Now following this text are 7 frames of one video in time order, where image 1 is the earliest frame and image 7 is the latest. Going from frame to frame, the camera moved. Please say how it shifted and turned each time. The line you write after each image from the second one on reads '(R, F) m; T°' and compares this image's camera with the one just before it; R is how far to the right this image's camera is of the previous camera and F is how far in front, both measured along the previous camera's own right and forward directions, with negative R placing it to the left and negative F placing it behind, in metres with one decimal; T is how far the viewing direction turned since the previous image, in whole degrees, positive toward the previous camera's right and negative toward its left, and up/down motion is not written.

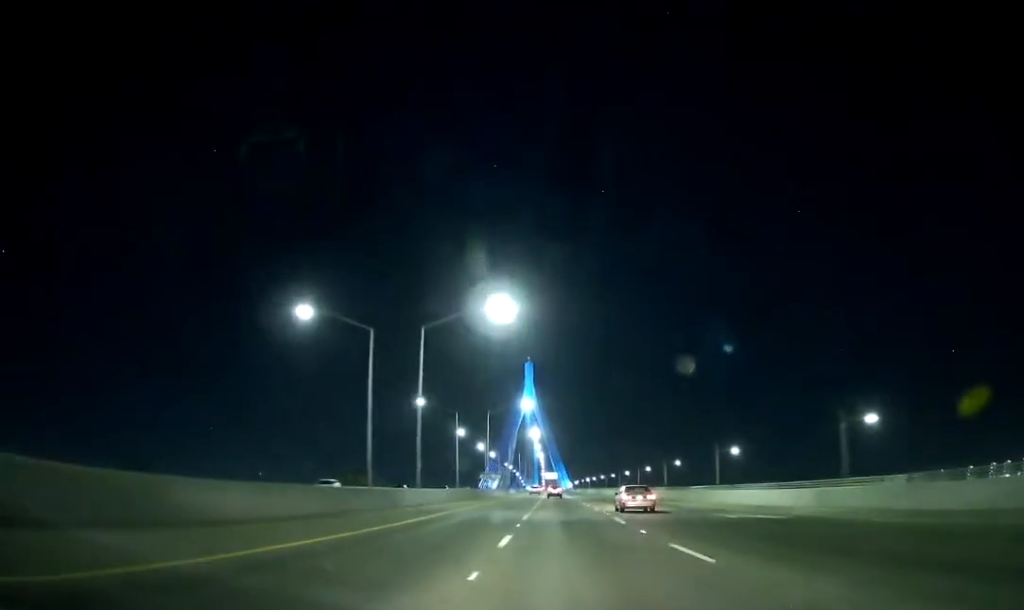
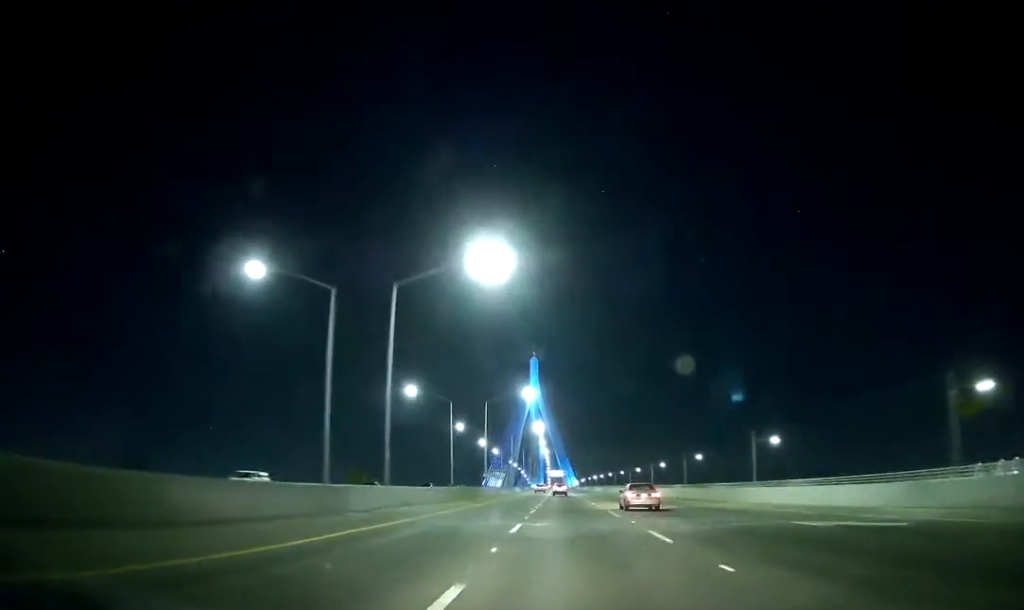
(+0.1, +10.9) m; 0°
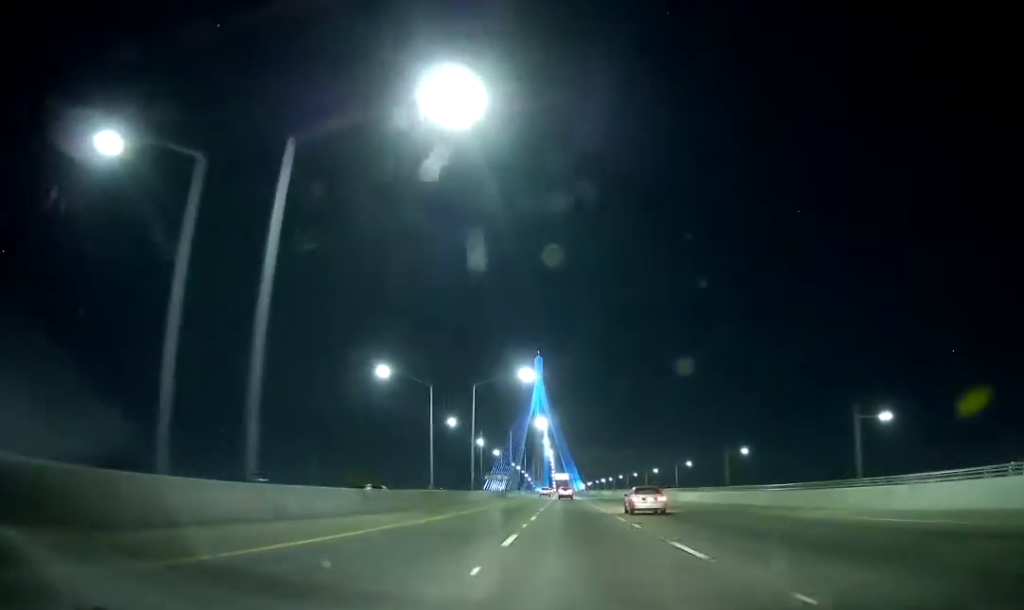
(+0.2, +18.4) m; 0°
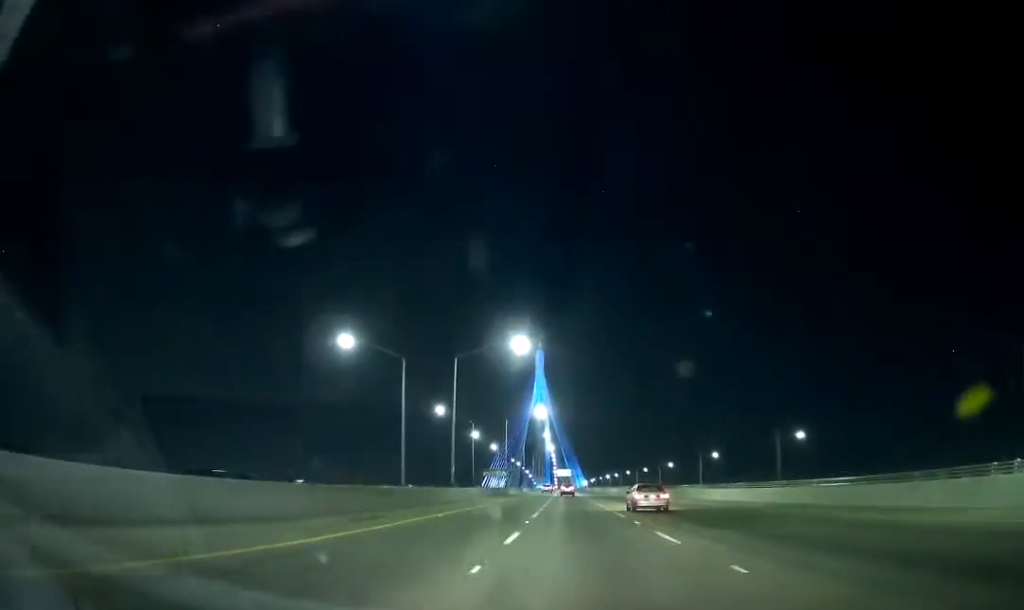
(-0.2, +13.2) m; 0°
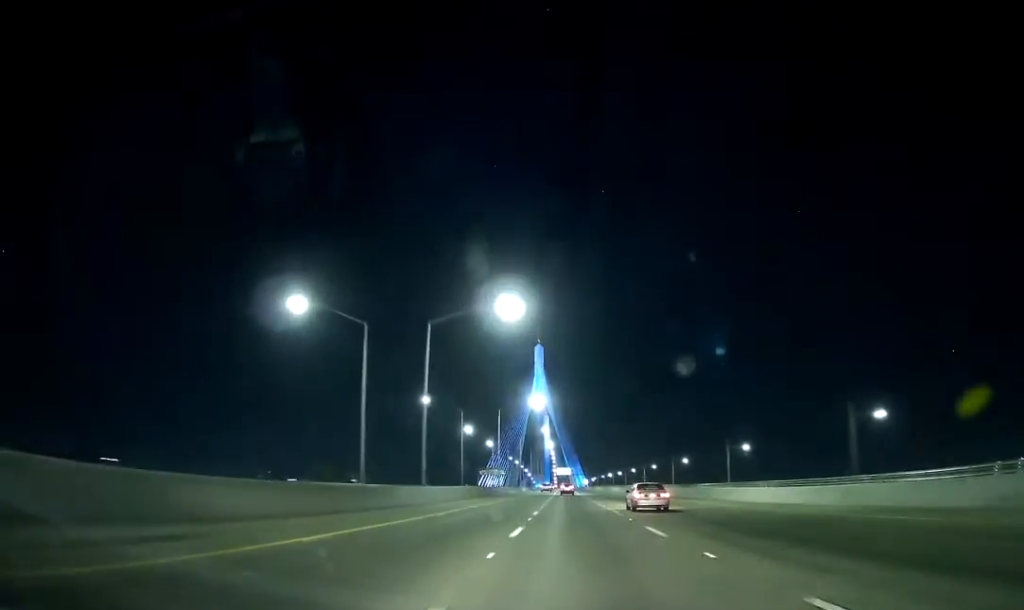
(-0.1, +12.4) m; 0°
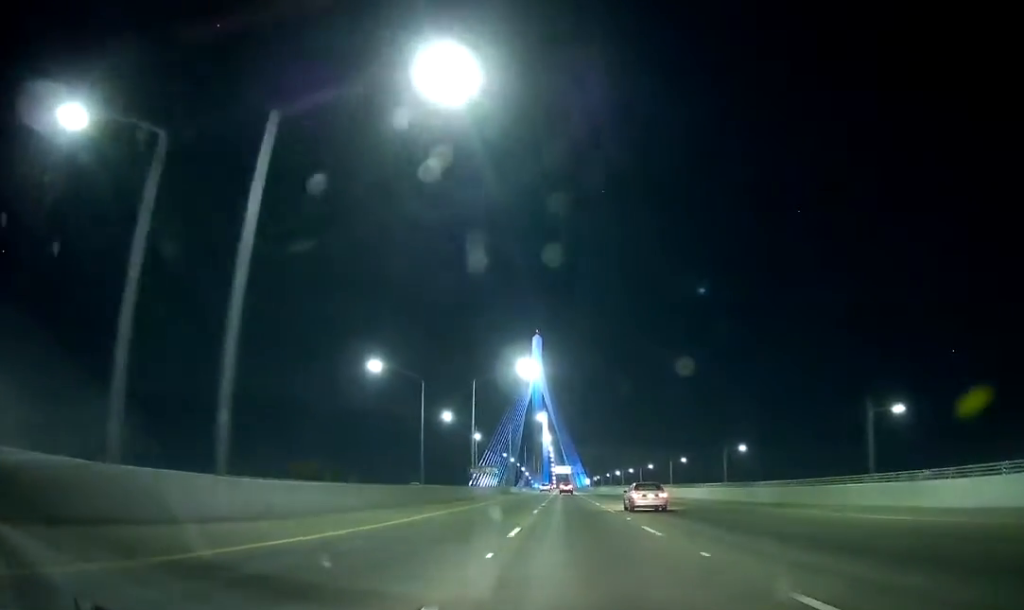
(-0.2, +30.2) m; 0°
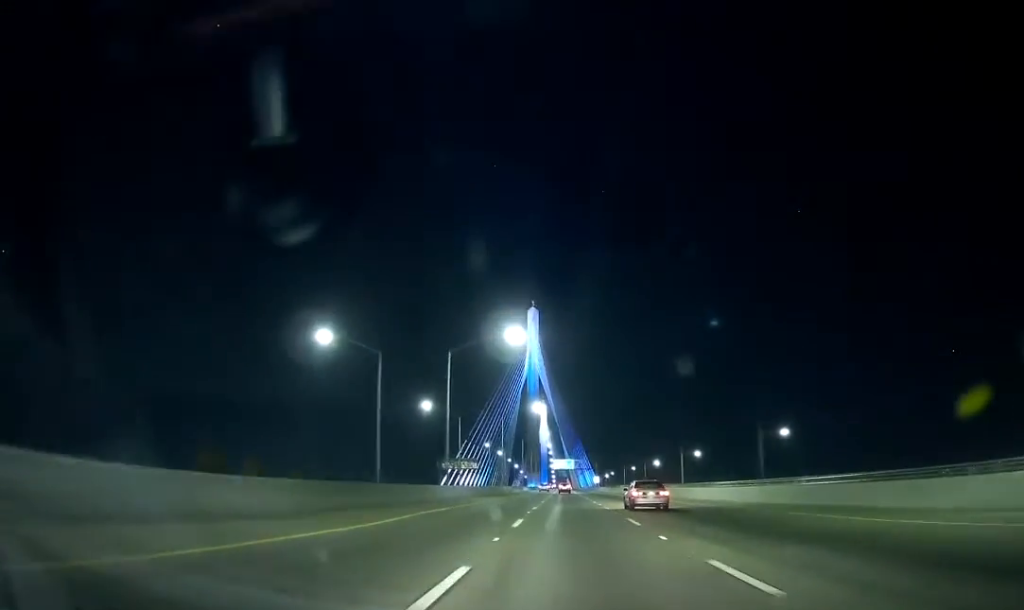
(-0.1, +69.0) m; 0°
